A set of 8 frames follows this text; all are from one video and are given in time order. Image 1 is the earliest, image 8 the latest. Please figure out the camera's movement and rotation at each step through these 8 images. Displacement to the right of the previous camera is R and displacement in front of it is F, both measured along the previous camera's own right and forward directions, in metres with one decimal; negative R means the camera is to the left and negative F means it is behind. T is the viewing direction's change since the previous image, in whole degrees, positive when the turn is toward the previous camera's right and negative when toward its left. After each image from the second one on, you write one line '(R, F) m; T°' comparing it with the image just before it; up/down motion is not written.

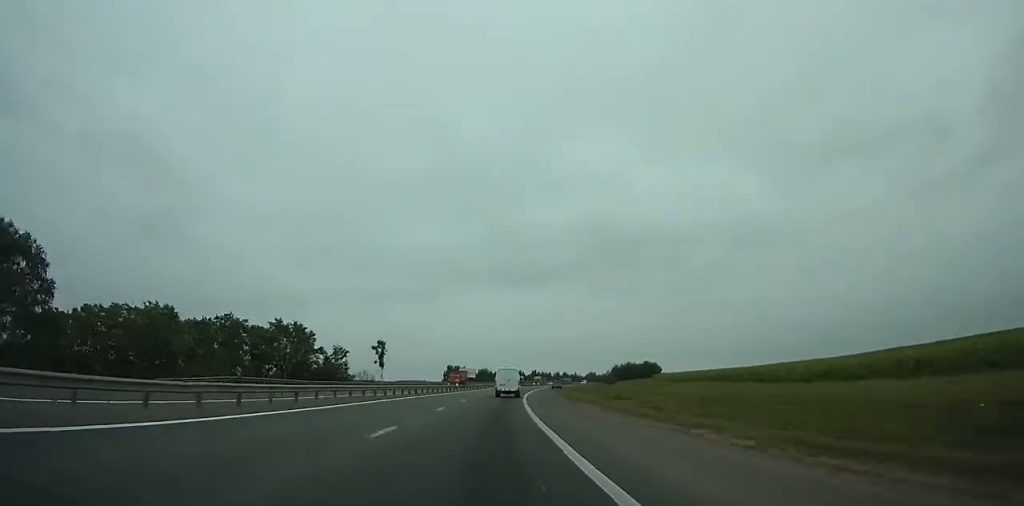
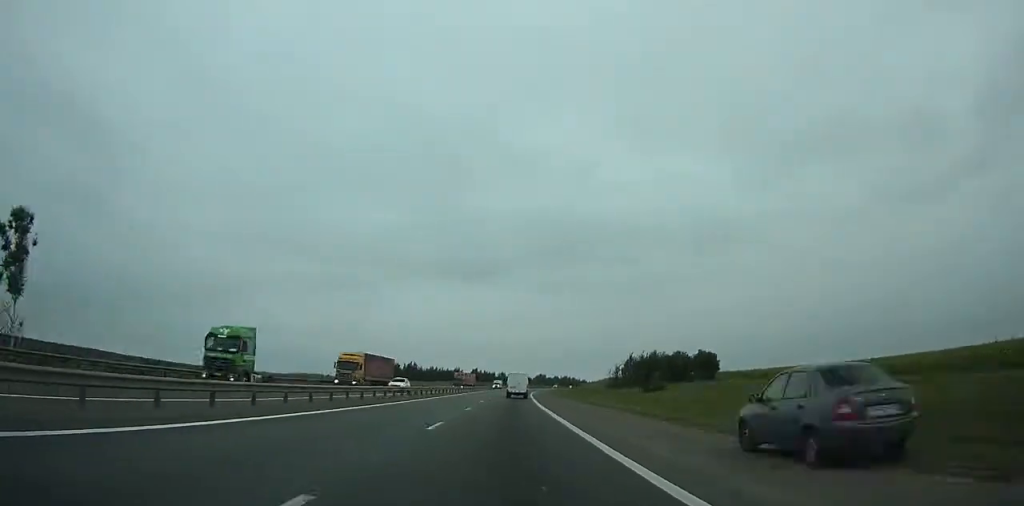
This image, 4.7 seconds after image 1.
(+4.3, +92.5) m; +5°
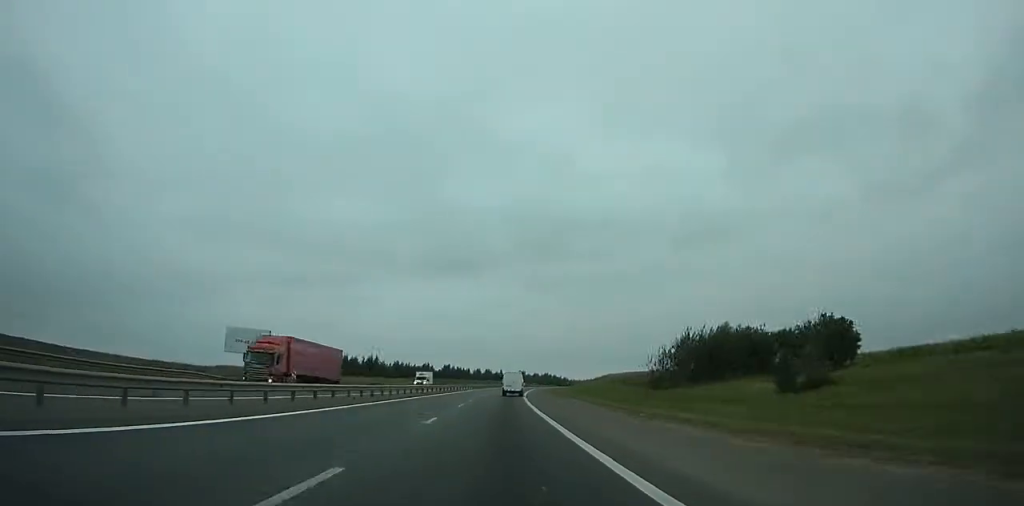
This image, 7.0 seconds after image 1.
(+1.0, +45.6) m; +3°
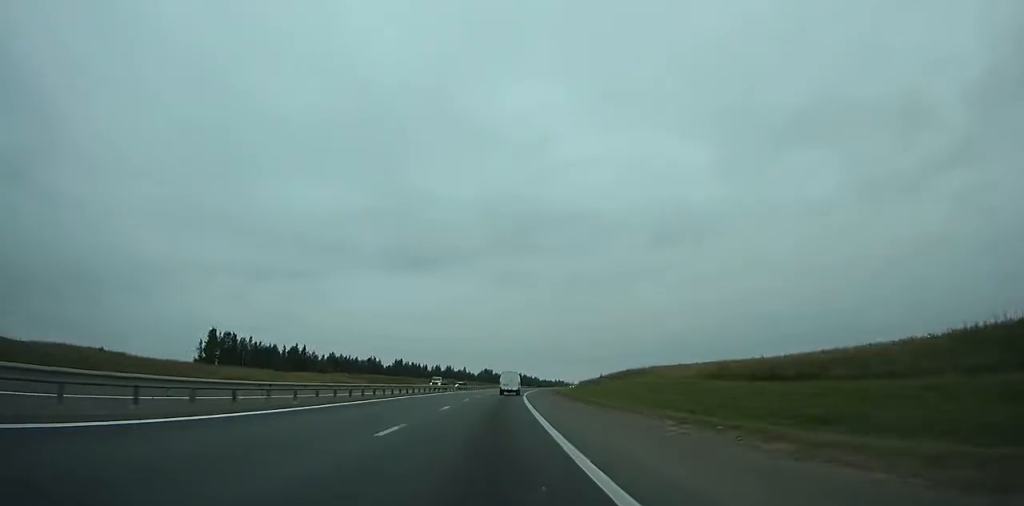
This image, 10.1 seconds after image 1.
(+2.1, +62.4) m; +3°
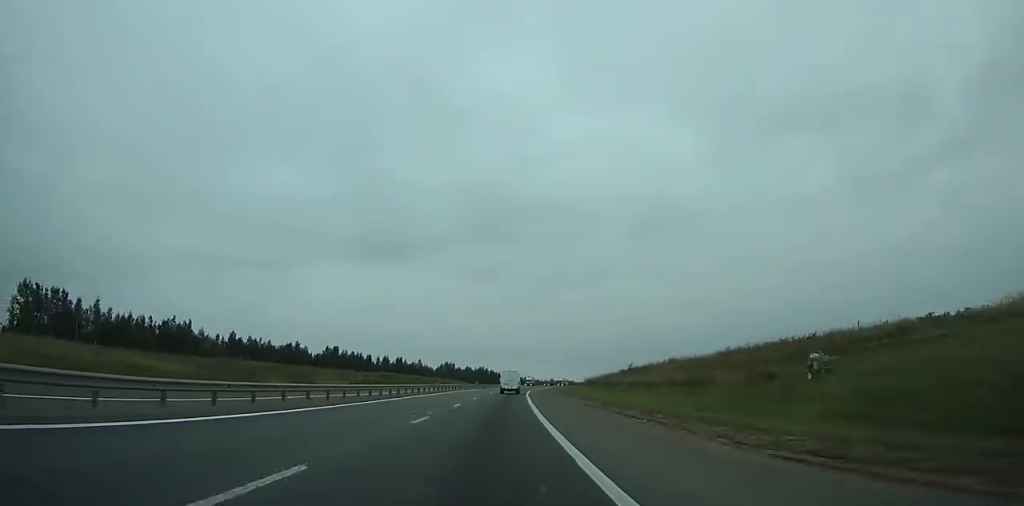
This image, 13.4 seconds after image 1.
(+1.9, +67.5) m; +3°
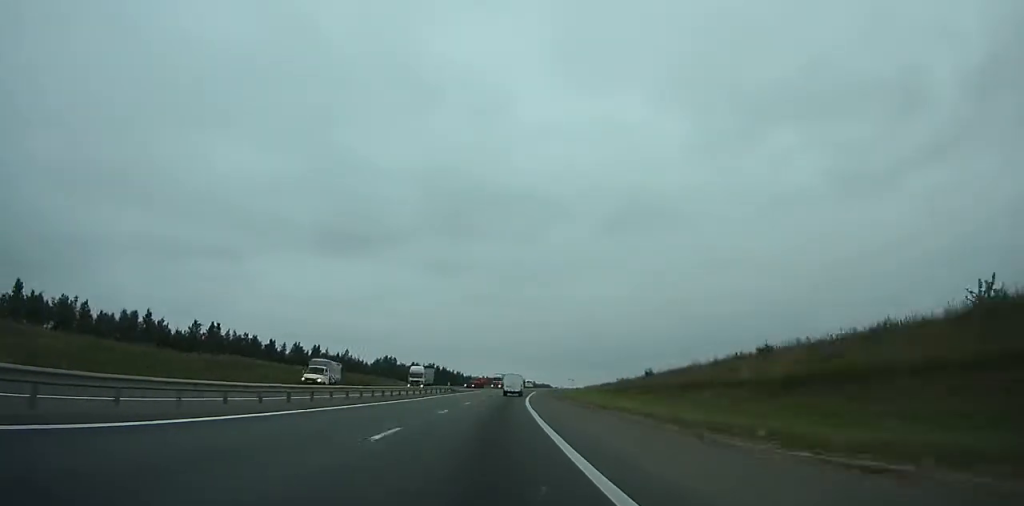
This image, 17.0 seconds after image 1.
(+2.7, +75.2) m; +4°
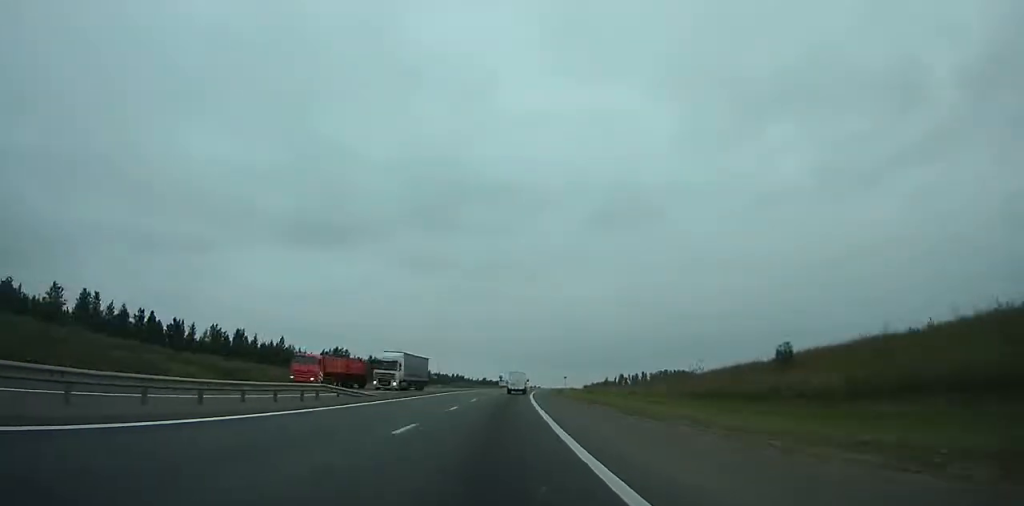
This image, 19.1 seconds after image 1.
(+0.9, +44.8) m; +3°
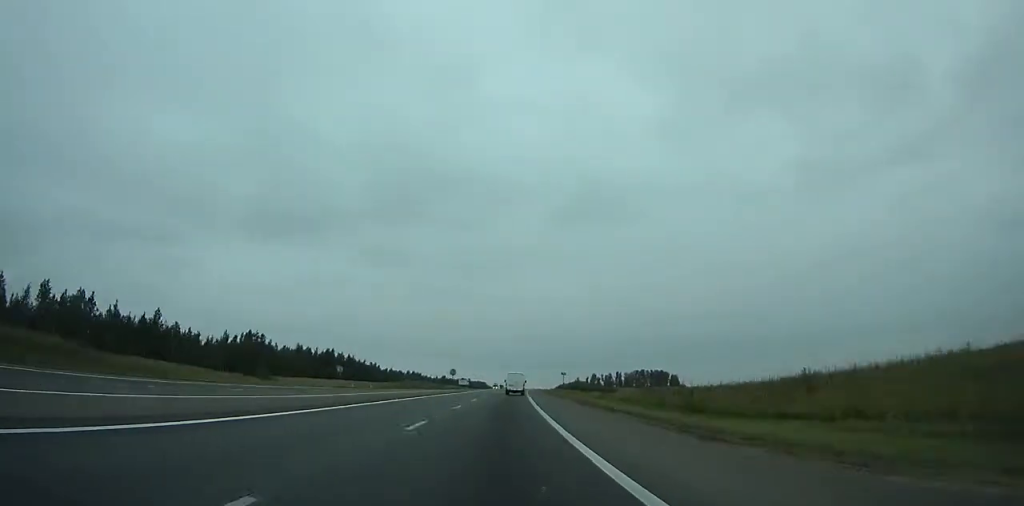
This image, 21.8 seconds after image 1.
(+1.5, +58.6) m; +3°
